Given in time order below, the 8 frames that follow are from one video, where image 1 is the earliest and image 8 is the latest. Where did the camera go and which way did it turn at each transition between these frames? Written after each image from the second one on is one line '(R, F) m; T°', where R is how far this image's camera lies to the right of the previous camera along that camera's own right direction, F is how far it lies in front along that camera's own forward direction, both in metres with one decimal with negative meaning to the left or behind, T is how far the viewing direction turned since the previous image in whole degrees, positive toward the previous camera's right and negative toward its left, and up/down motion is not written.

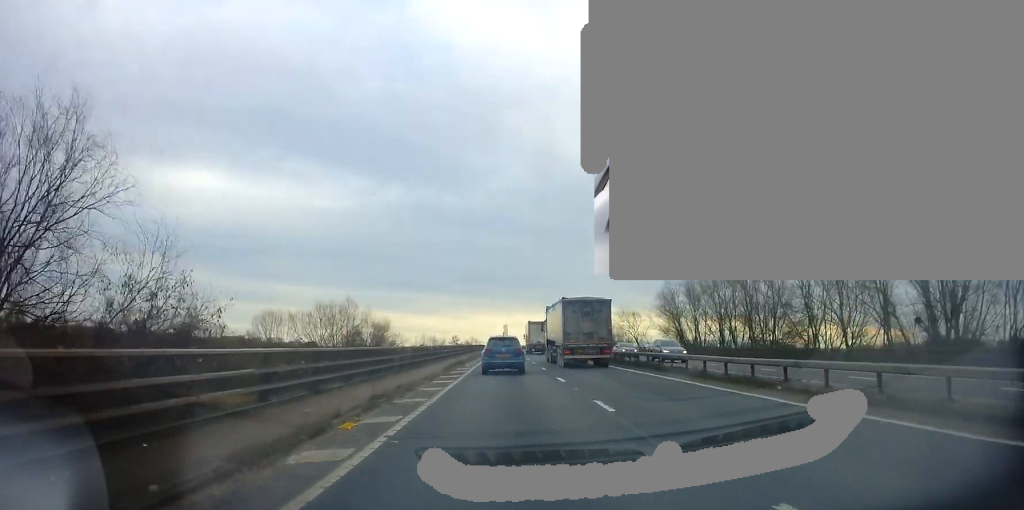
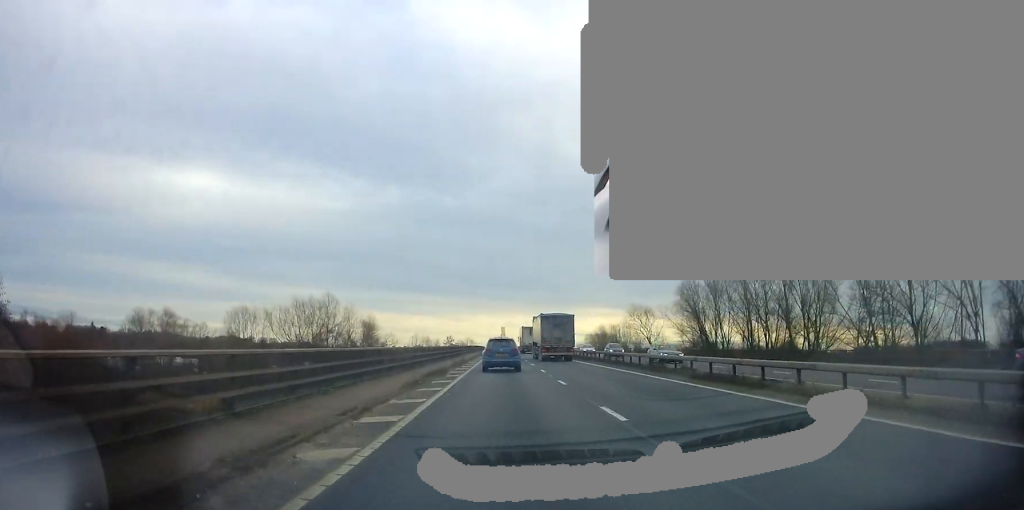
(+0.2, +10.6) m; +1°
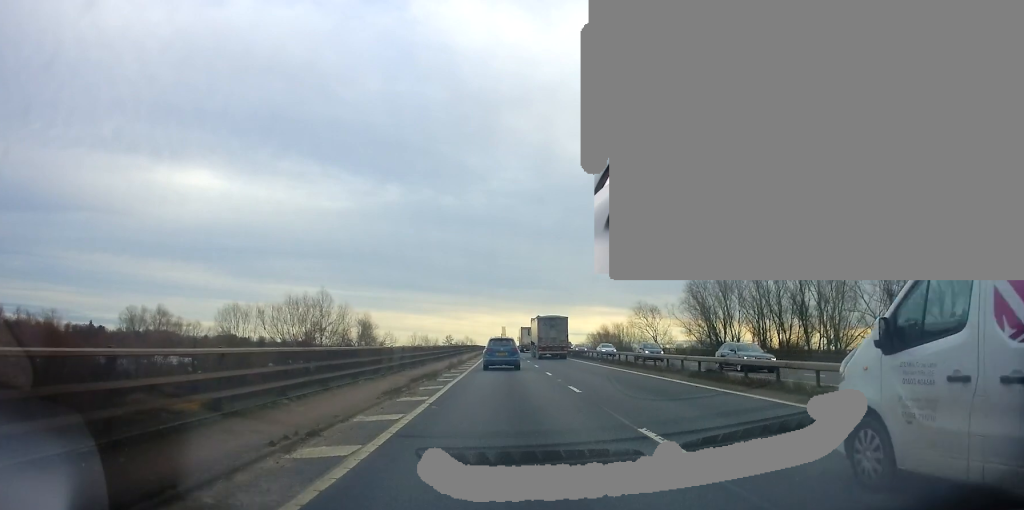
(0.0, +3.4) m; 0°
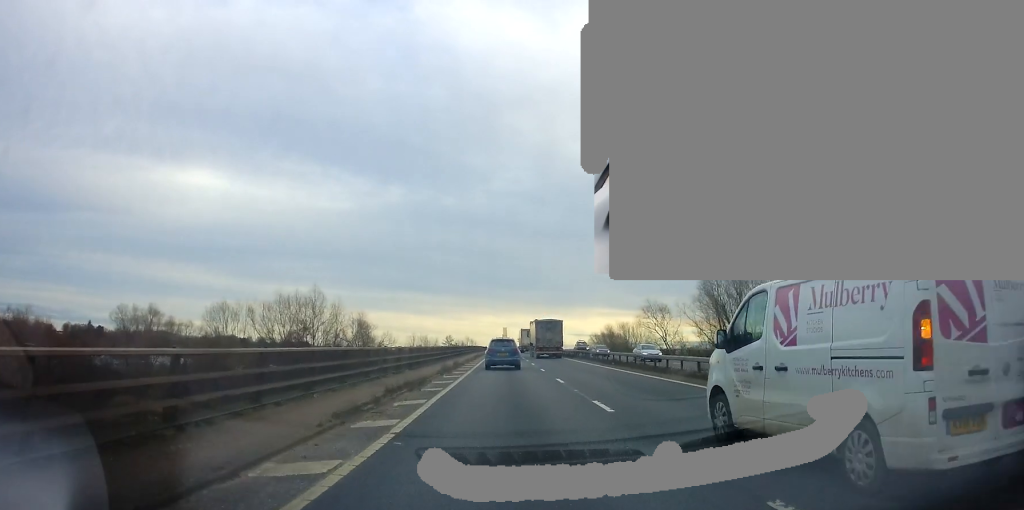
(0.0, +4.6) m; -1°
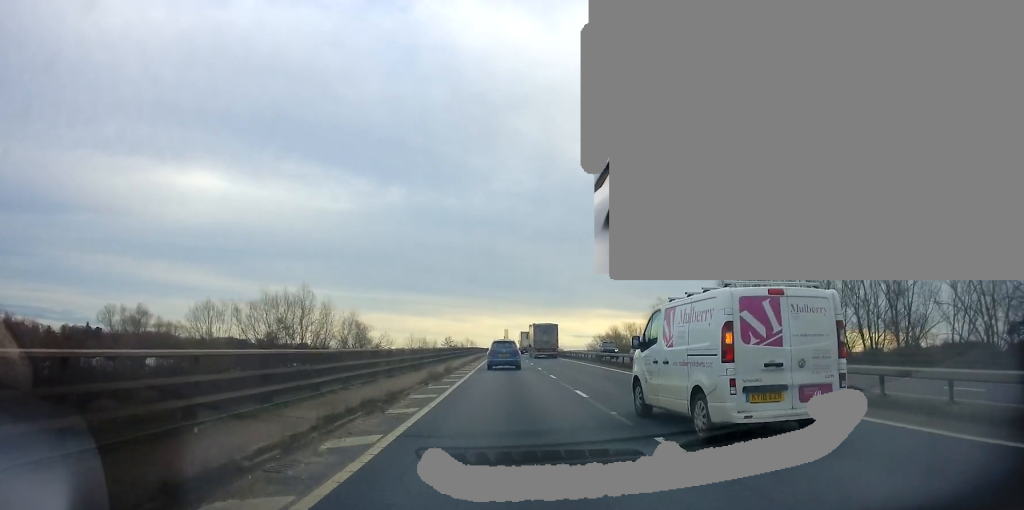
(-0.1, +5.6) m; -1°
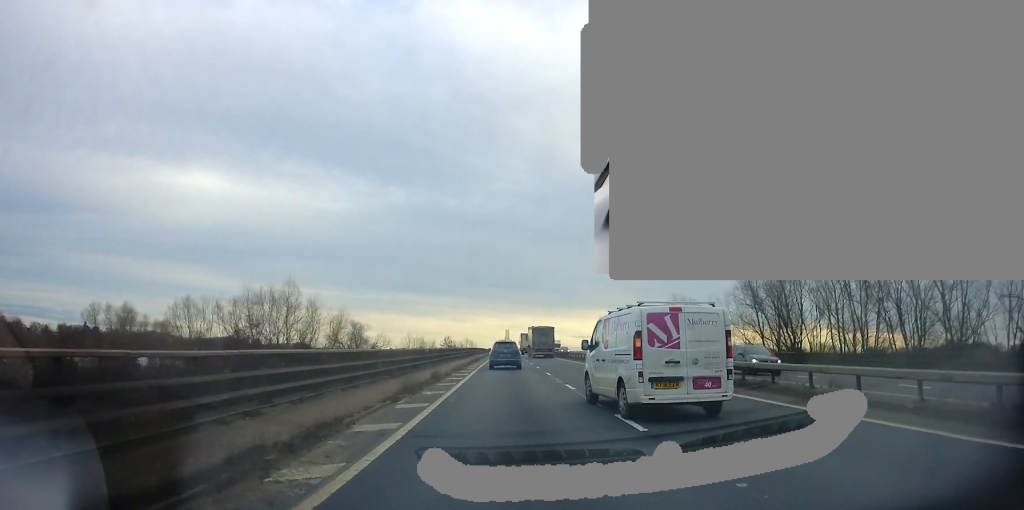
(-0.2, +6.2) m; 0°
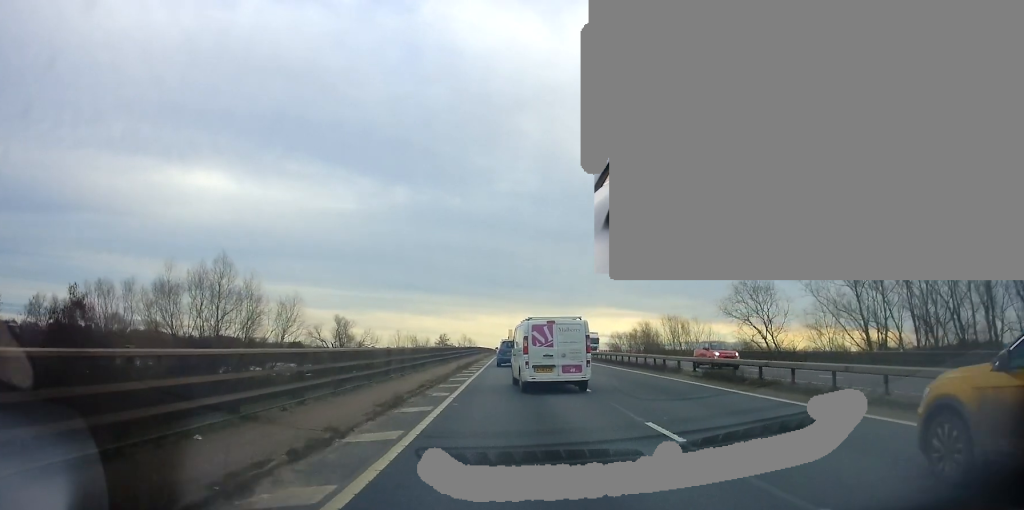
(+0.7, +20.4) m; +2°
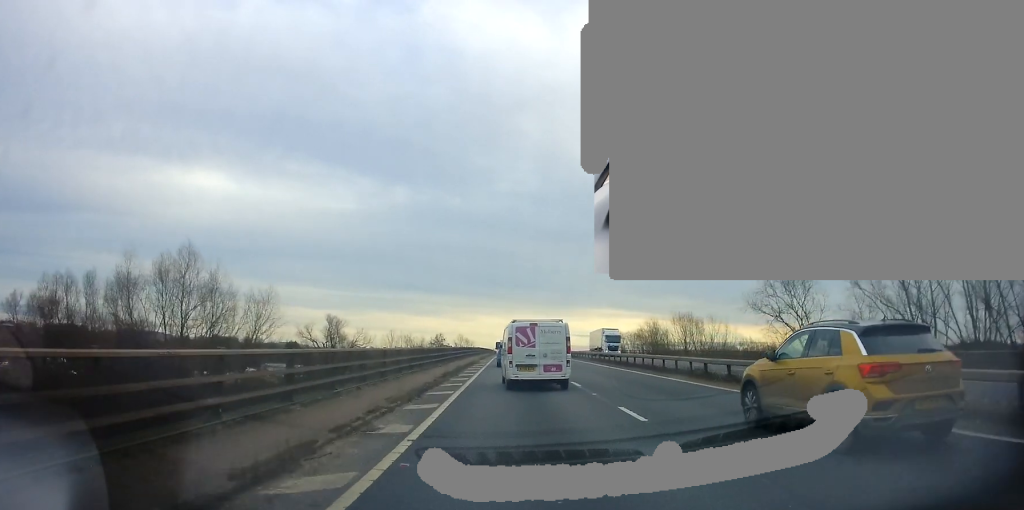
(0.0, +6.8) m; +1°
